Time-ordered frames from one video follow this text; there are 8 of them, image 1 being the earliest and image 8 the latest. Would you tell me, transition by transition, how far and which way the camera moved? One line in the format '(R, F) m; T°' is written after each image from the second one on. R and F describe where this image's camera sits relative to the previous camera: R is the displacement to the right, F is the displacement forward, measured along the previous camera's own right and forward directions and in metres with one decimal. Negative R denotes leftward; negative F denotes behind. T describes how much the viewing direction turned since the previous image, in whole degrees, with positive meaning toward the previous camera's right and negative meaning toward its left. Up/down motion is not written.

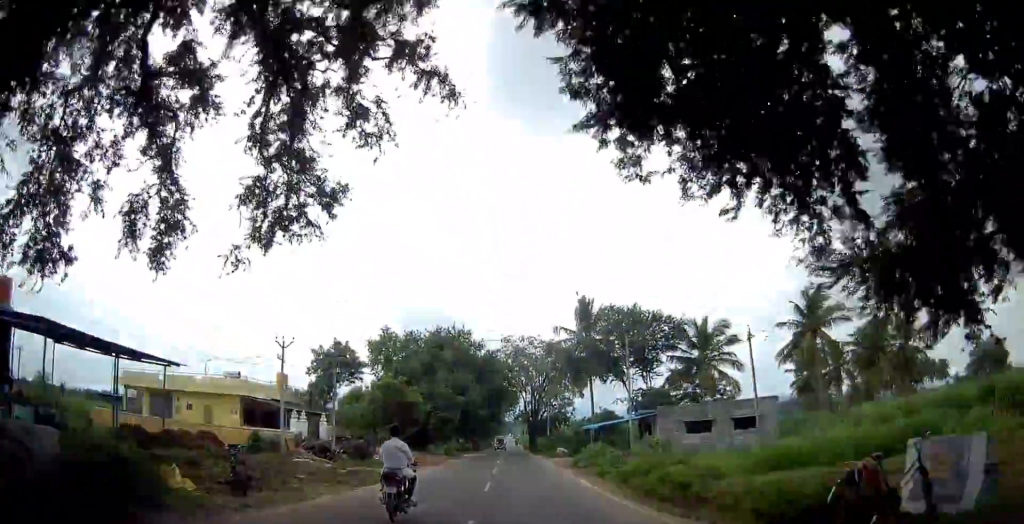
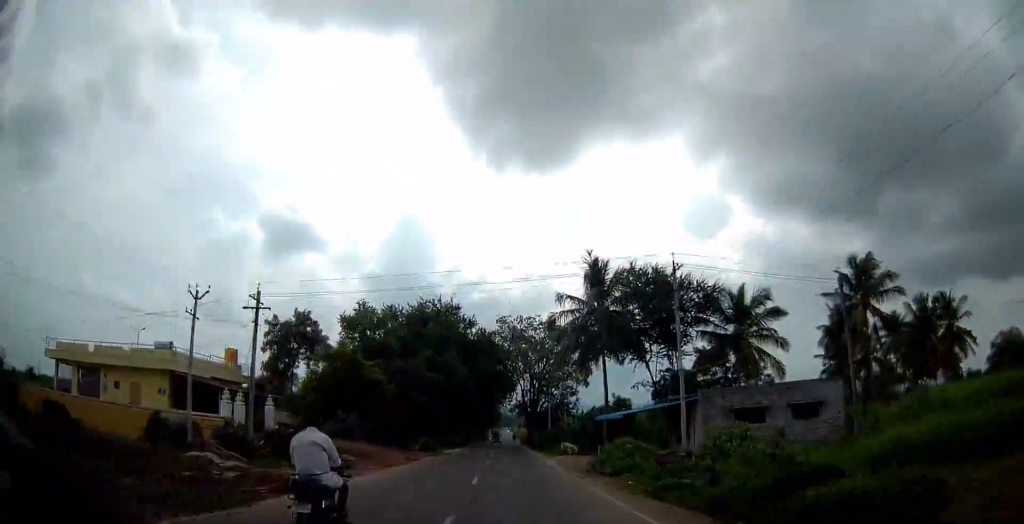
(-0.2, +9.7) m; -1°
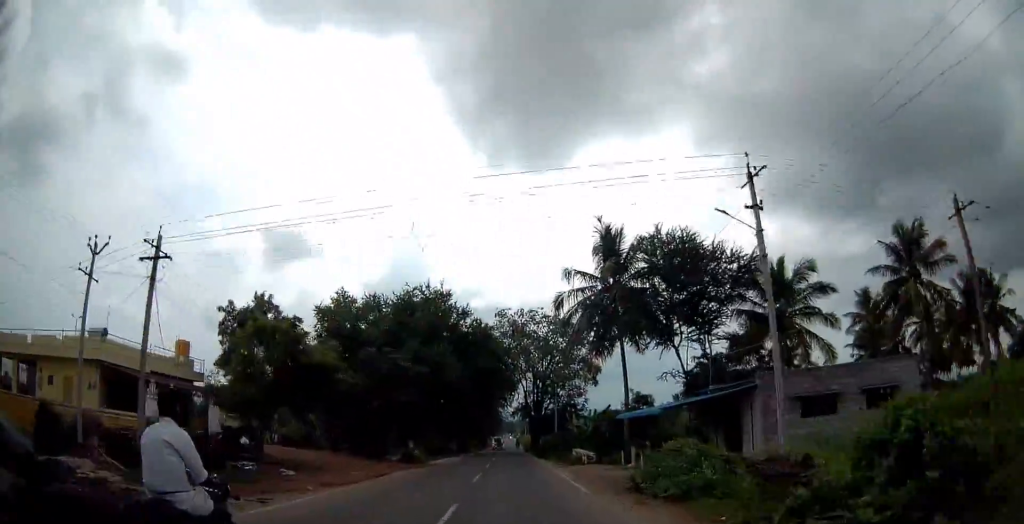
(0.0, +7.4) m; 0°
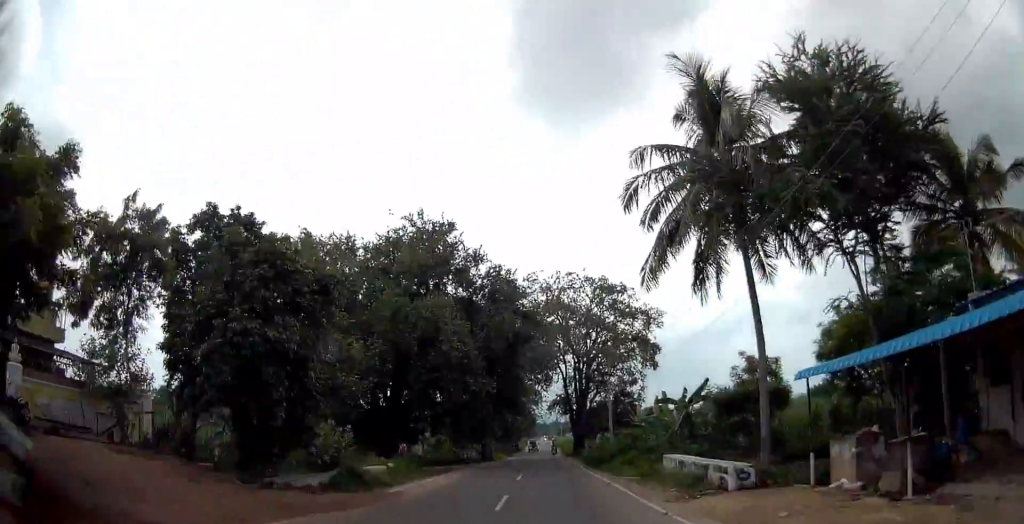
(-0.1, +16.0) m; -1°
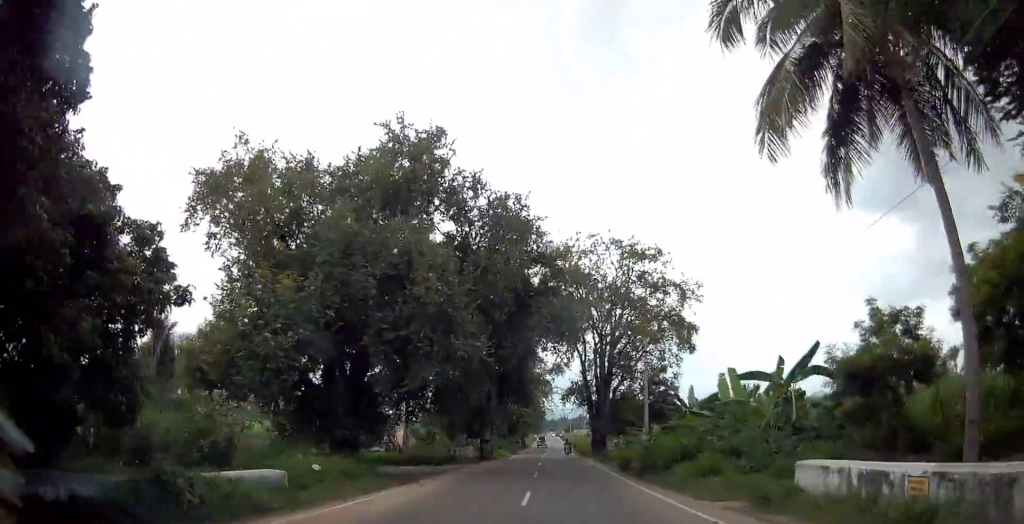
(0.0, +9.5) m; 0°
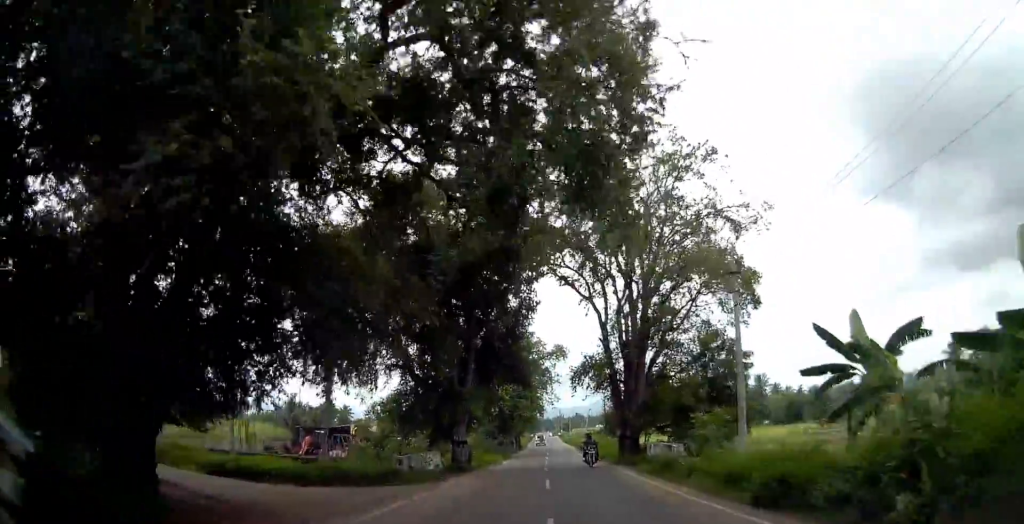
(+0.1, +14.4) m; +1°
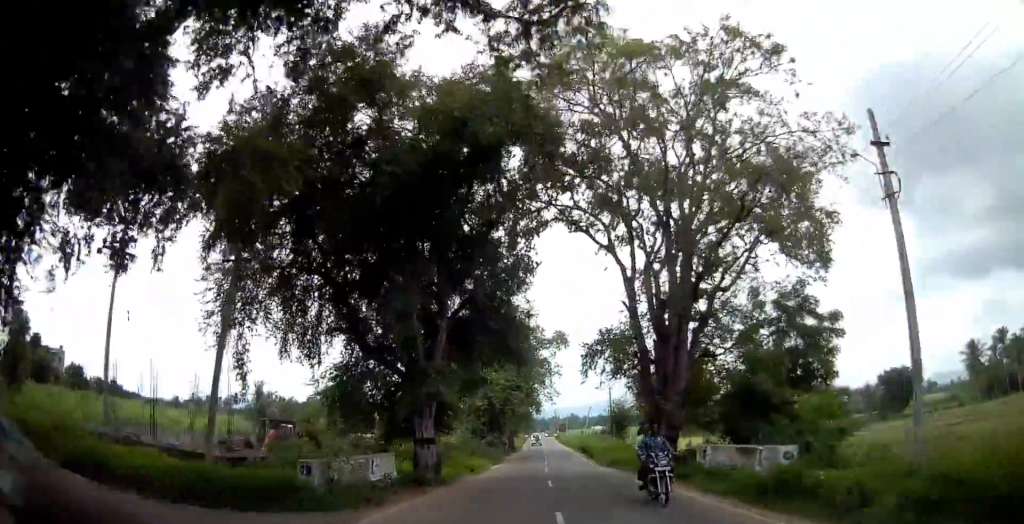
(+0.1, +8.4) m; 0°
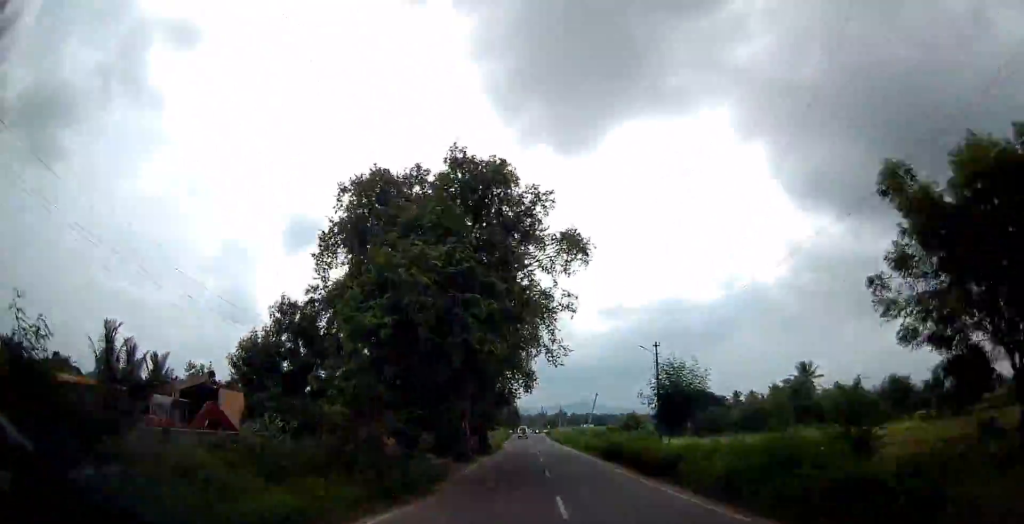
(-0.2, +26.3) m; 0°
